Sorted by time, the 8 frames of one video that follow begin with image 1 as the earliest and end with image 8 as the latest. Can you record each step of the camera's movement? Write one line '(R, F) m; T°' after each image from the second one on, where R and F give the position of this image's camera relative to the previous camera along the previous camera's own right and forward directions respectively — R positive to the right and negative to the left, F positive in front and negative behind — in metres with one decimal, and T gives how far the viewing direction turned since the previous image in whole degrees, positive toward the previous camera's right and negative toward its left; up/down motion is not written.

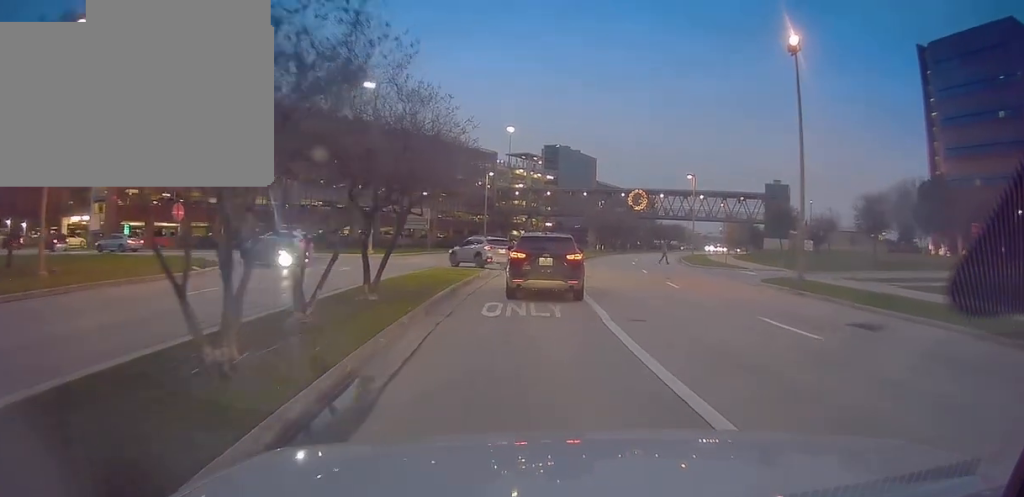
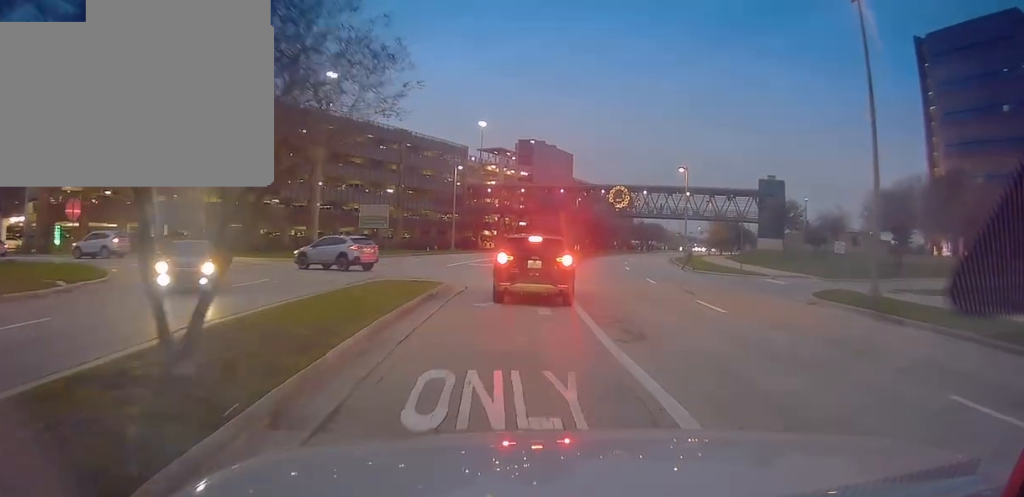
(+0.8, +7.8) m; +6°
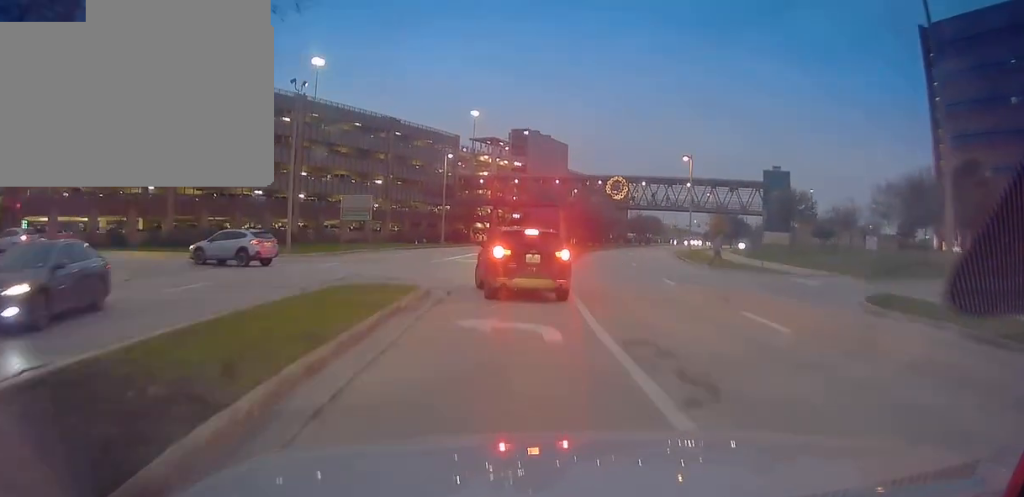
(0.0, +4.2) m; +2°
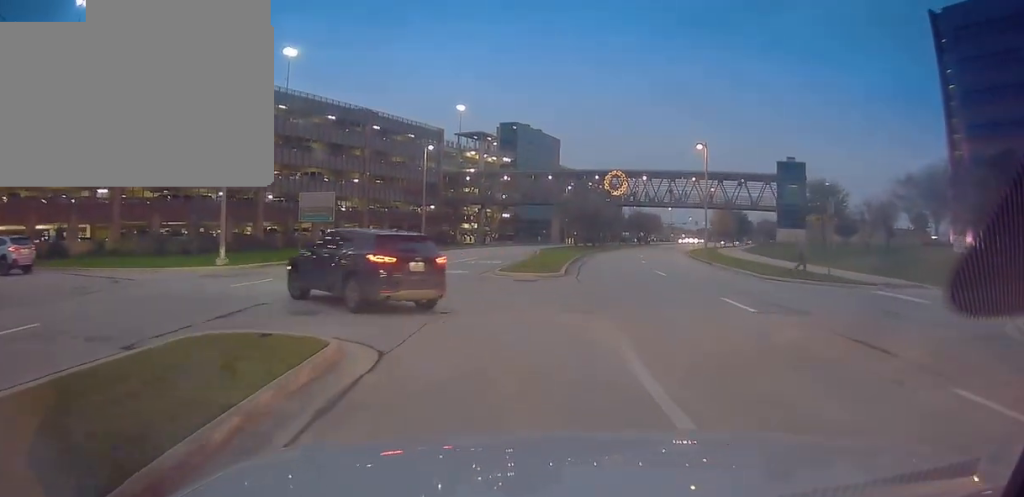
(+0.3, +8.5) m; +2°
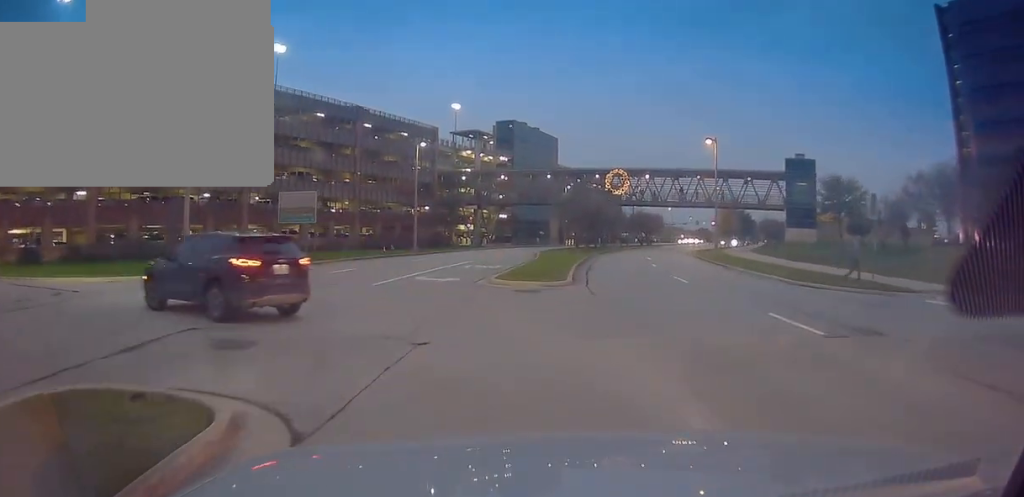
(-0.1, +3.6) m; -2°
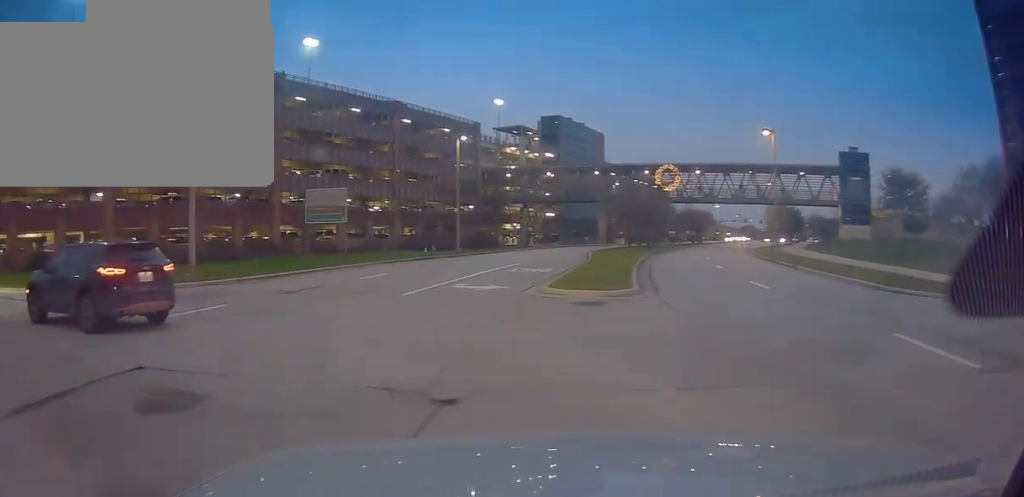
(-0.1, +3.7) m; -10°
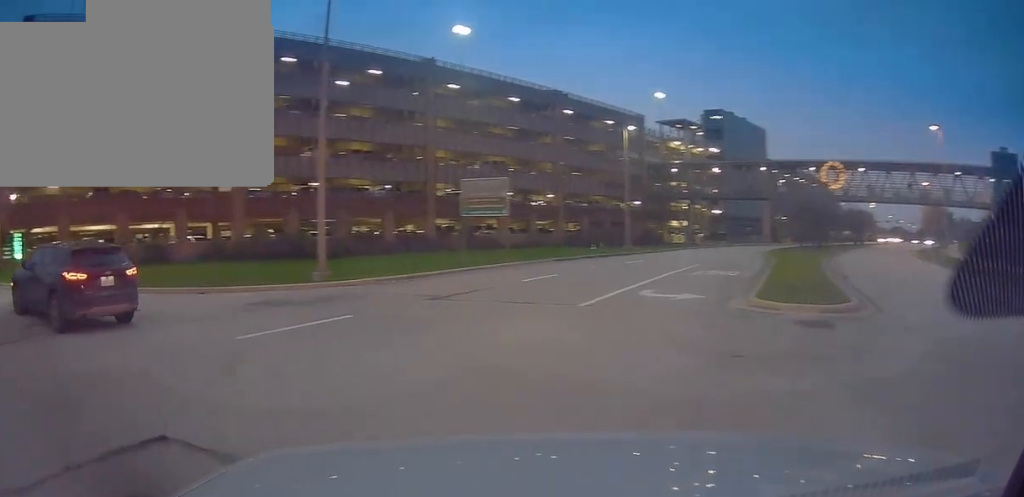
(+0.4, +3.8) m; -20°
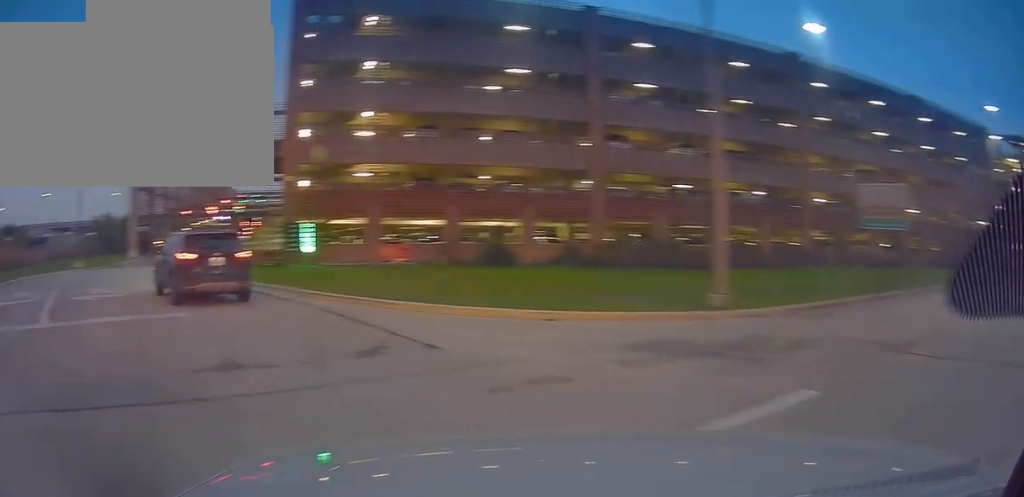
(-3.0, +4.9) m; -32°
